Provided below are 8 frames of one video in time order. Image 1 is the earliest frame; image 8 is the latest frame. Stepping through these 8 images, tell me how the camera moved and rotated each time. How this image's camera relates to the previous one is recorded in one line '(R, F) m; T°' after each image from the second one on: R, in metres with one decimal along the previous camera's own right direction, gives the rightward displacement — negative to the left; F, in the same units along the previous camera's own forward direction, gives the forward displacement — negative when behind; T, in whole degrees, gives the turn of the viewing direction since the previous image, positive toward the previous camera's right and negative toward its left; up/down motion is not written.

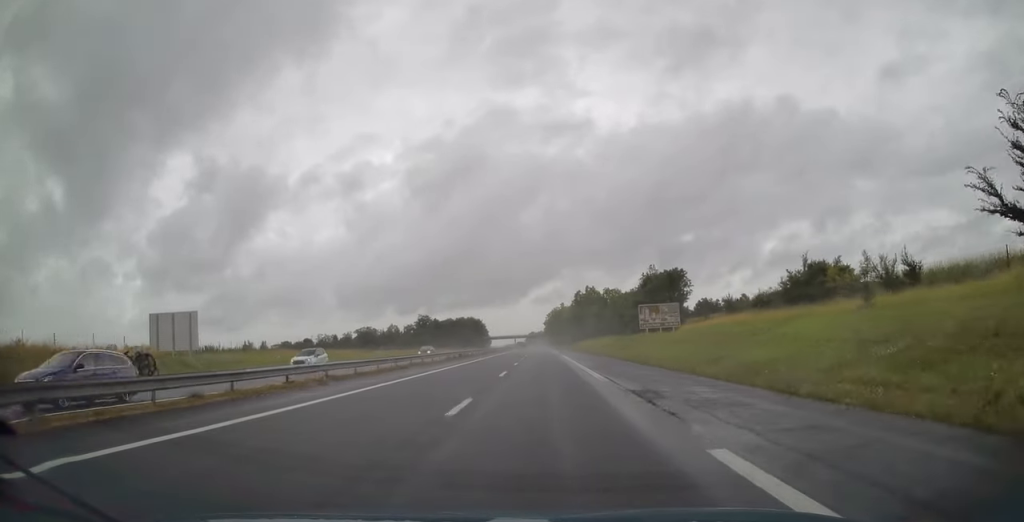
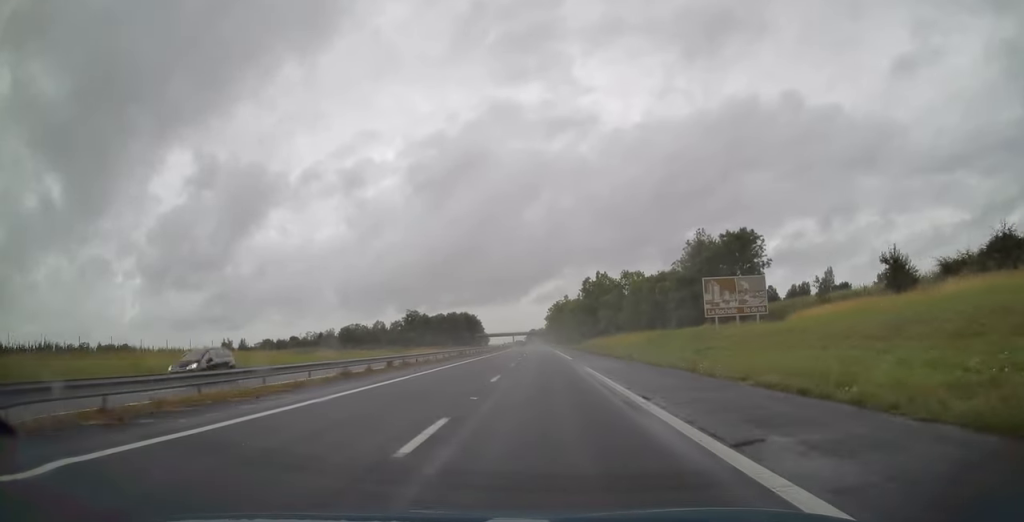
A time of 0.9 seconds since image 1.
(+0.1, +30.1) m; 0°
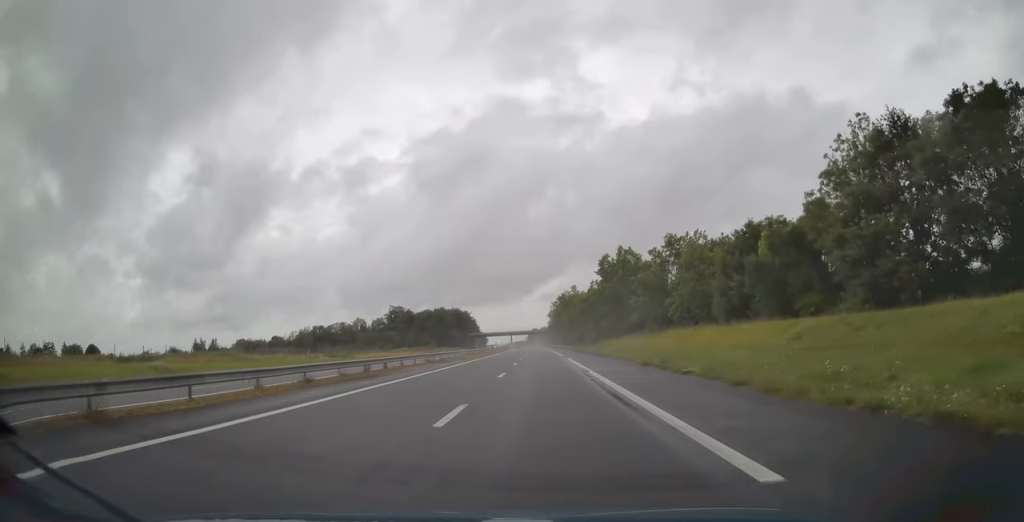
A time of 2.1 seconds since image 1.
(-0.2, +36.5) m; 0°
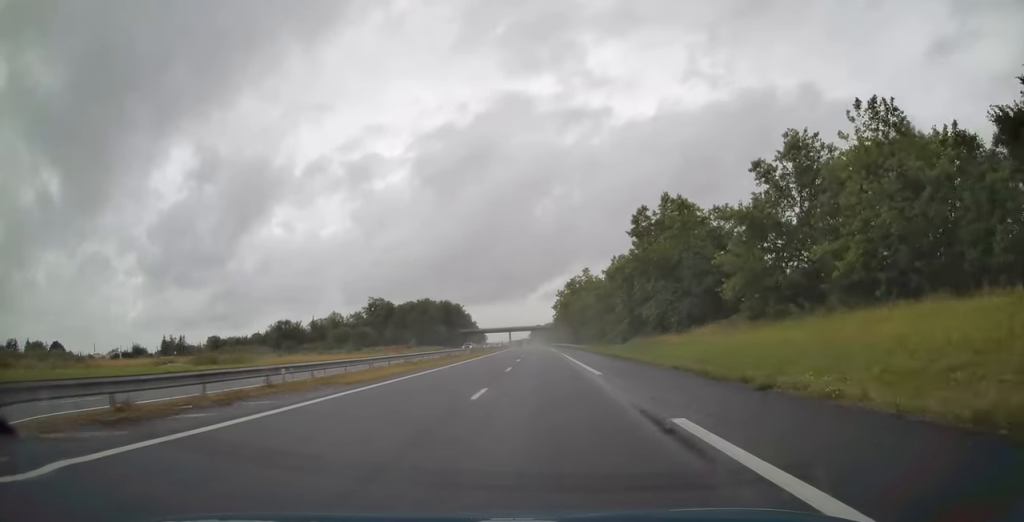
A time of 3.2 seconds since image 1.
(-0.1, +35.4) m; -1°
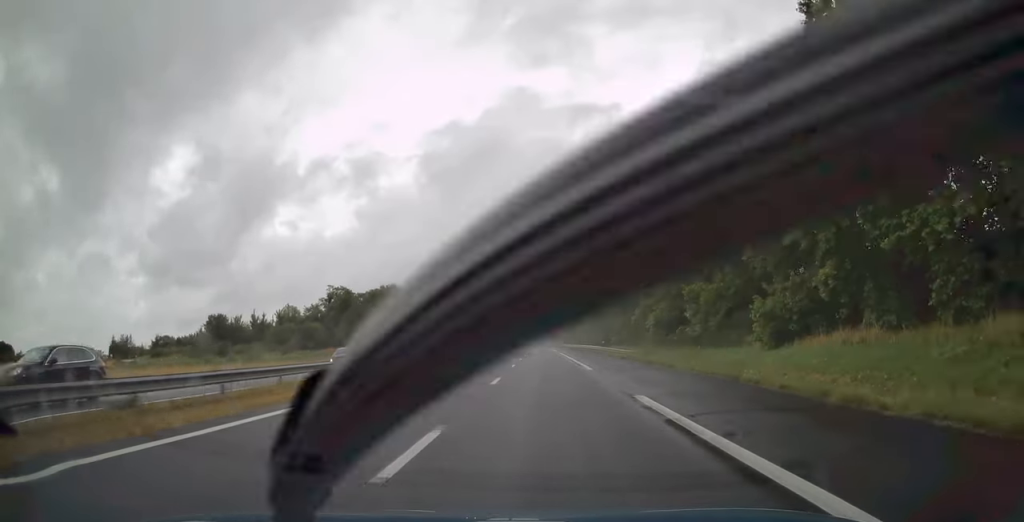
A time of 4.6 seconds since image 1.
(-0.3, +47.2) m; 0°
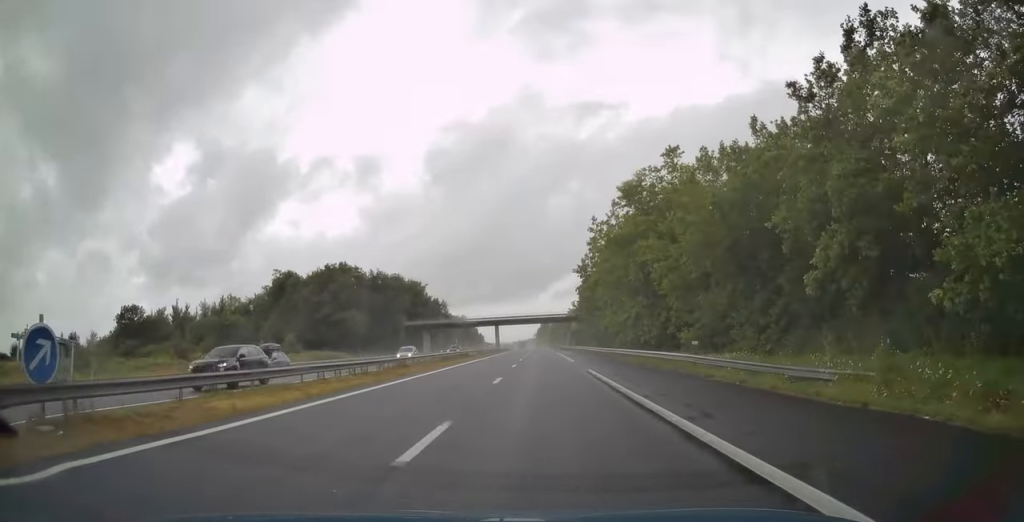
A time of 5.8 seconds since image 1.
(0.0, +38.1) m; 0°
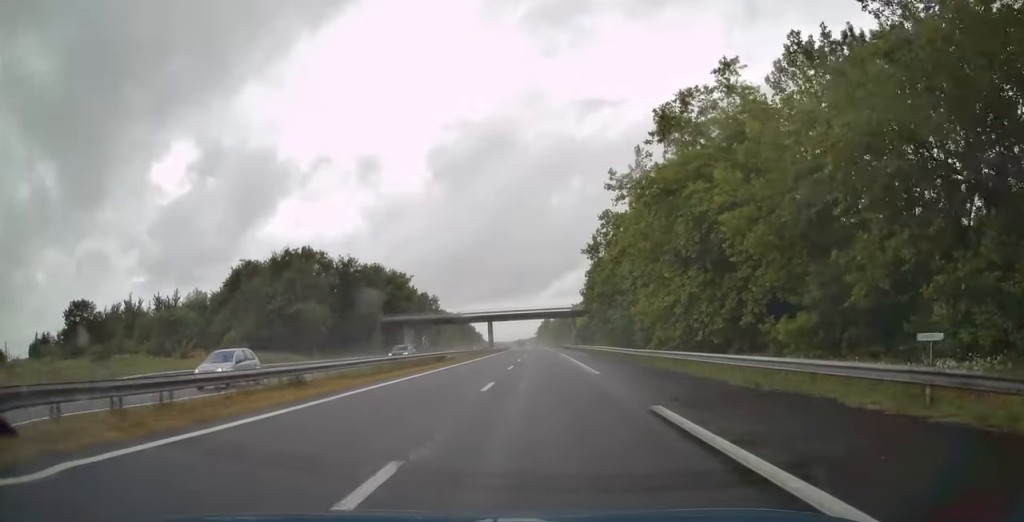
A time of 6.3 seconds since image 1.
(0.0, +16.7) m; 0°
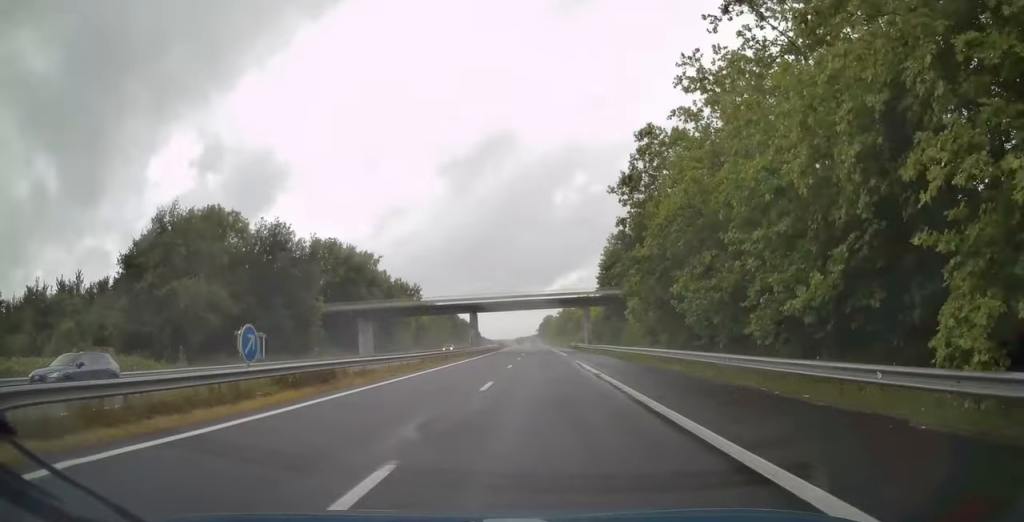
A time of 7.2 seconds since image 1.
(-0.1, +26.4) m; 0°
